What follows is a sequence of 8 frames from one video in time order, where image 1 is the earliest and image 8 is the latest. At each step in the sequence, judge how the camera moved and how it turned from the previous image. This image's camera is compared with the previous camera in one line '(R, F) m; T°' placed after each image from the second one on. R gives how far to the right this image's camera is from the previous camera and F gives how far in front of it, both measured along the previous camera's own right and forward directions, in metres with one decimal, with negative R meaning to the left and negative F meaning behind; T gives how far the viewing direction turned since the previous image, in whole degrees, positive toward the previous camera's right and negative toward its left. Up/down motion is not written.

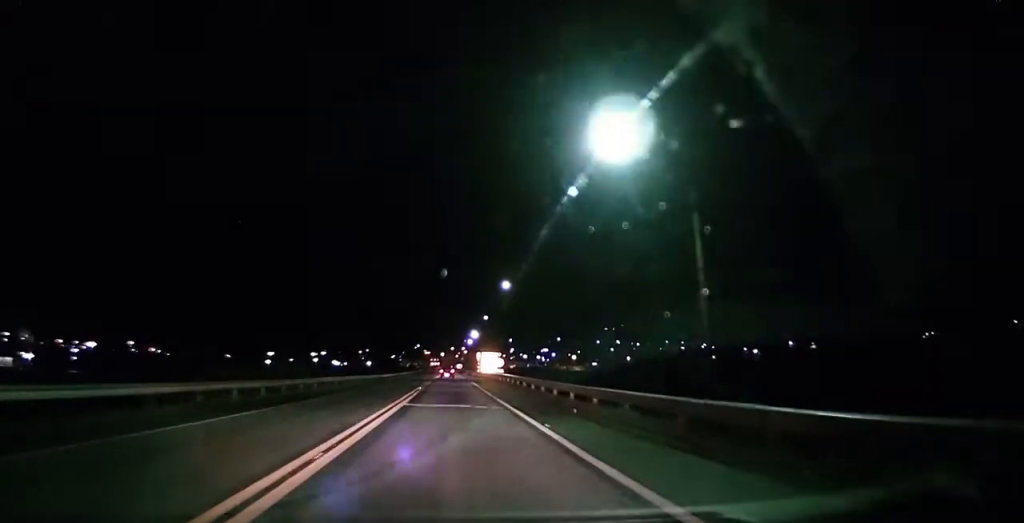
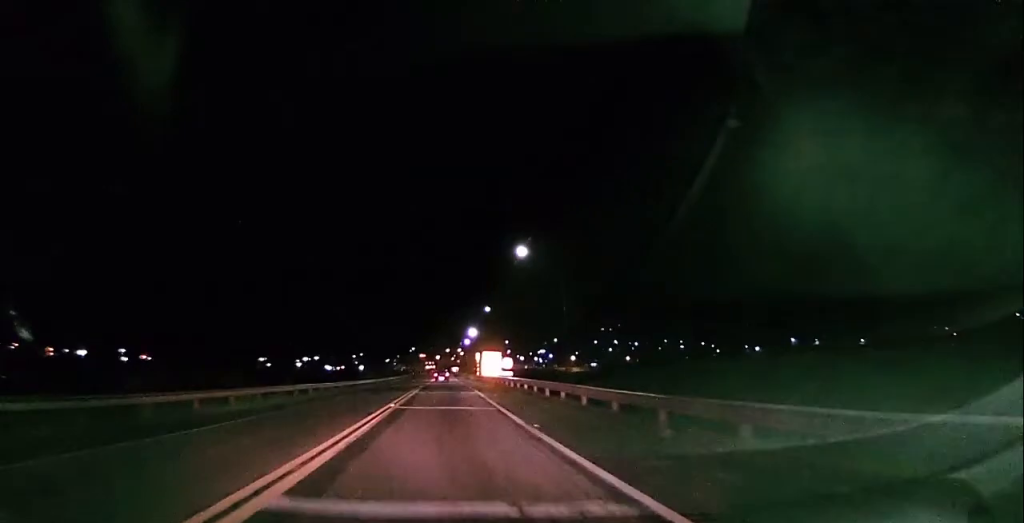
(0.0, +16.7) m; 0°
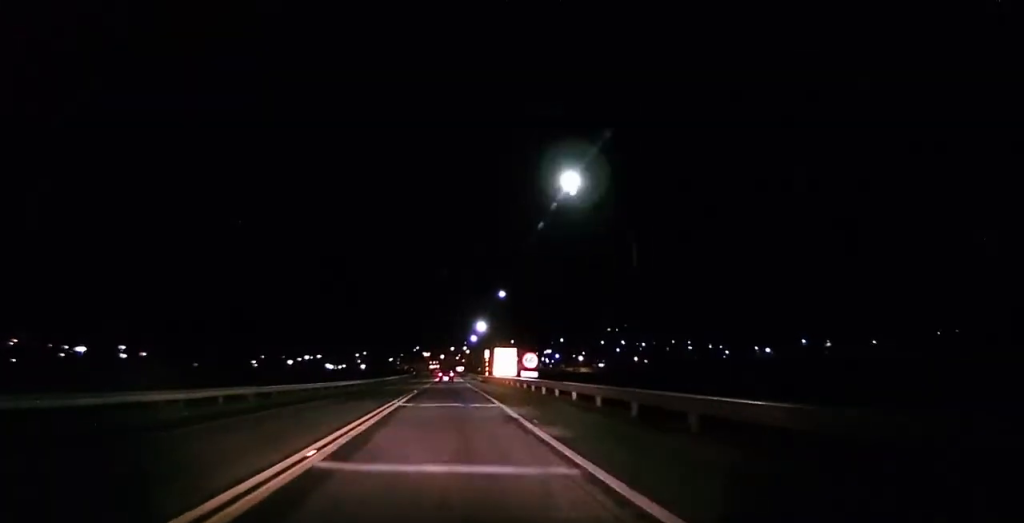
(0.0, +14.5) m; 0°
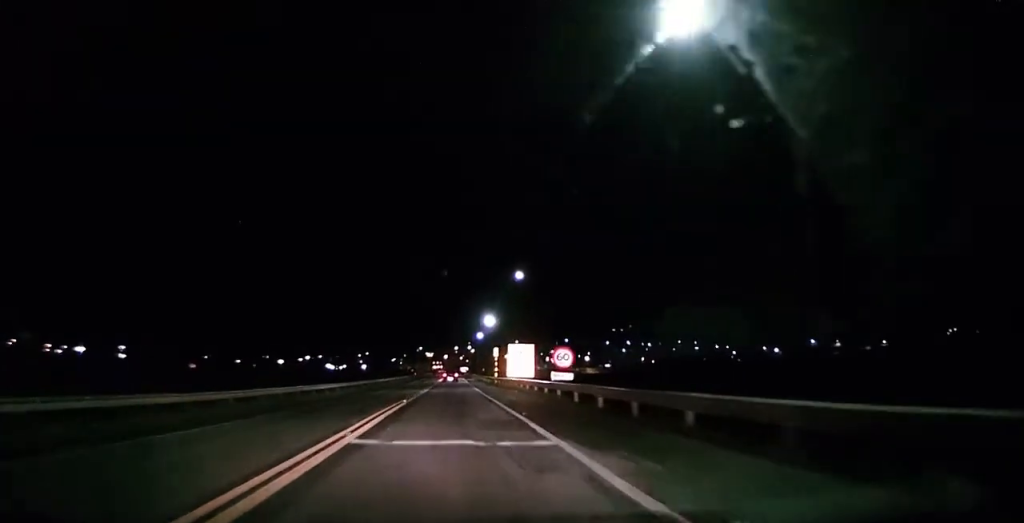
(0.0, +12.2) m; 0°
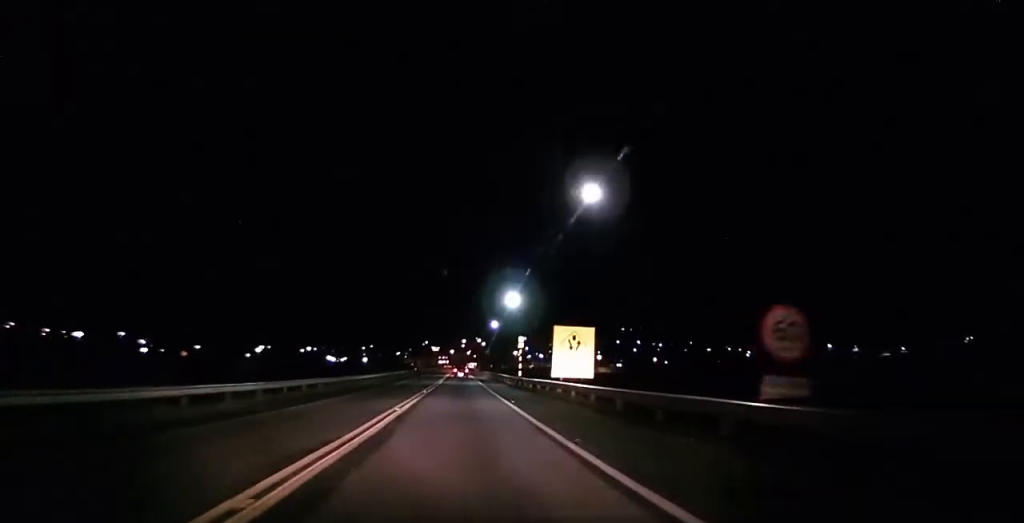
(-0.1, +22.2) m; 0°
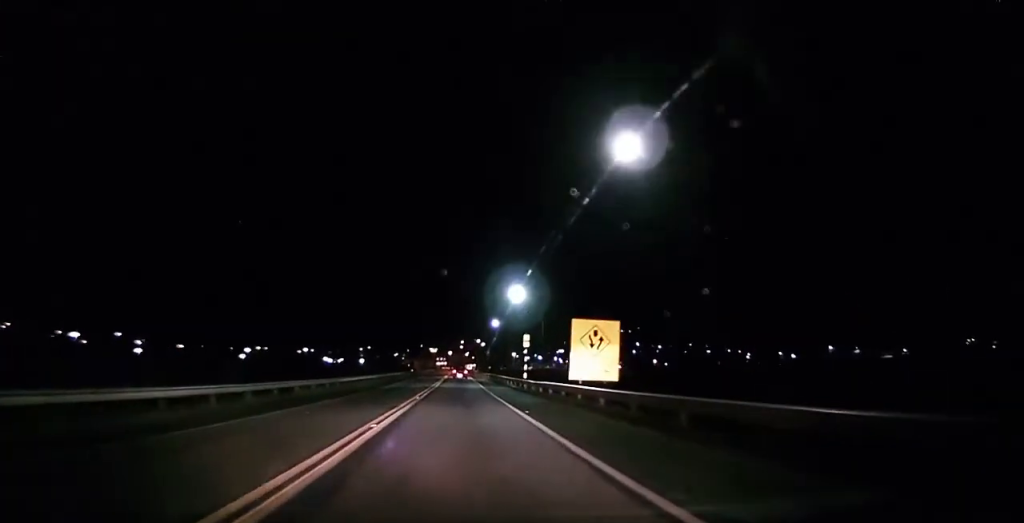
(0.0, +5.7) m; 0°
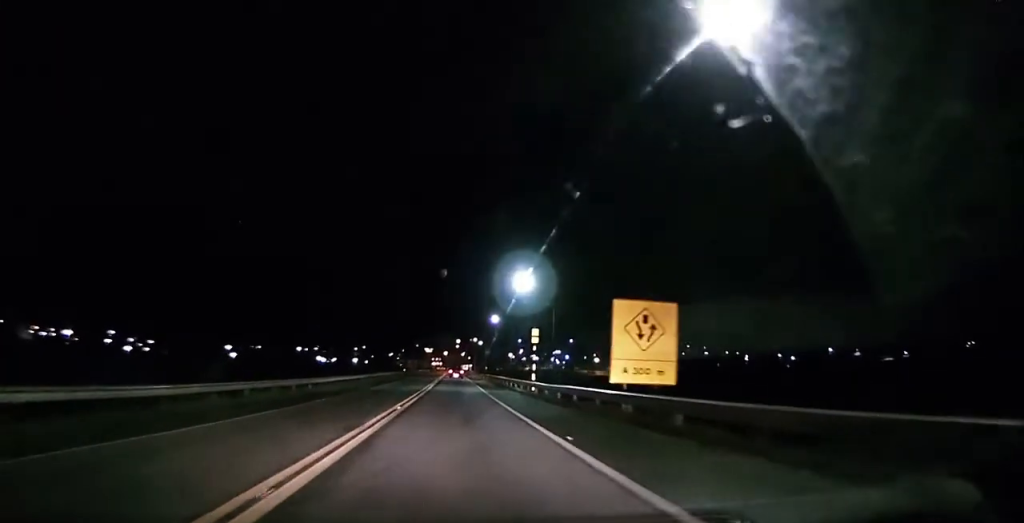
(0.0, +8.2) m; 0°
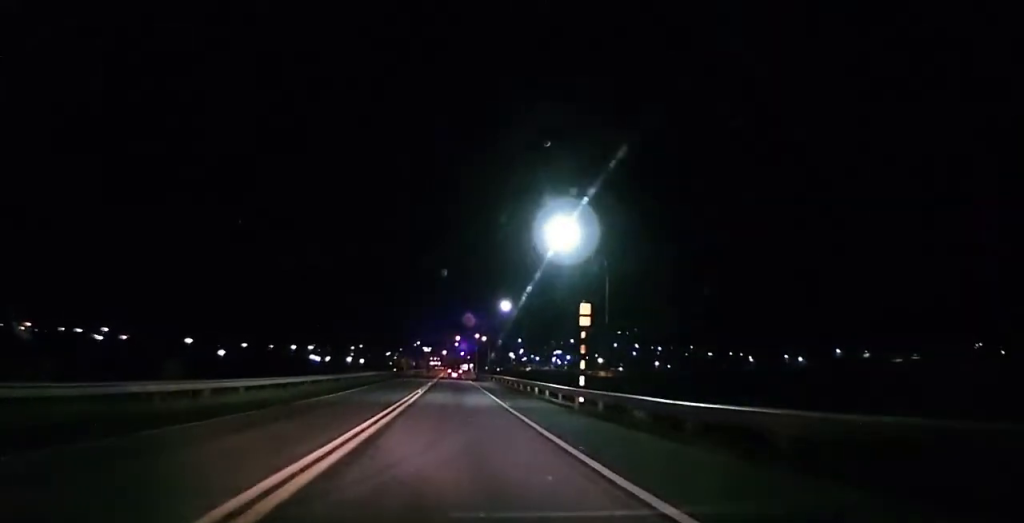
(-0.1, +16.8) m; 0°
